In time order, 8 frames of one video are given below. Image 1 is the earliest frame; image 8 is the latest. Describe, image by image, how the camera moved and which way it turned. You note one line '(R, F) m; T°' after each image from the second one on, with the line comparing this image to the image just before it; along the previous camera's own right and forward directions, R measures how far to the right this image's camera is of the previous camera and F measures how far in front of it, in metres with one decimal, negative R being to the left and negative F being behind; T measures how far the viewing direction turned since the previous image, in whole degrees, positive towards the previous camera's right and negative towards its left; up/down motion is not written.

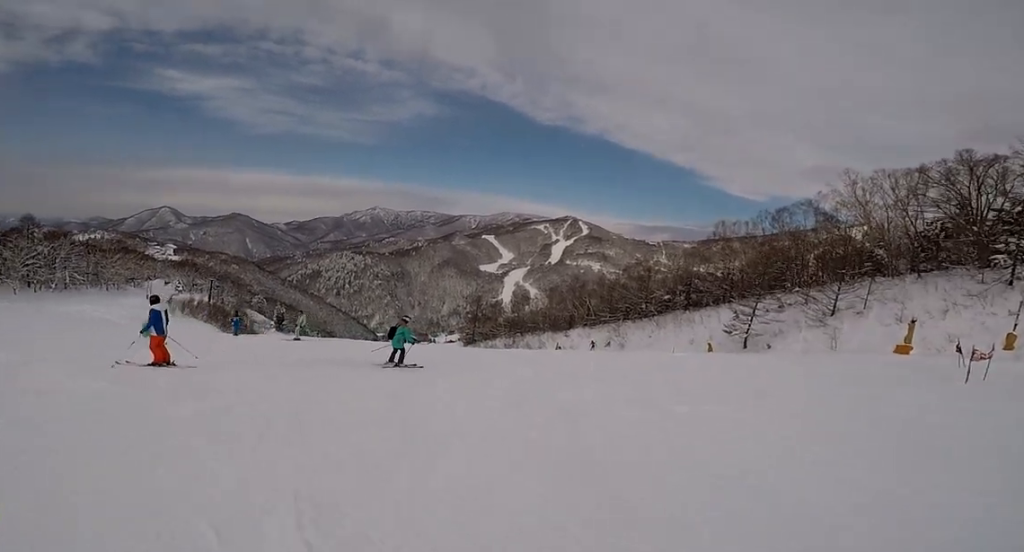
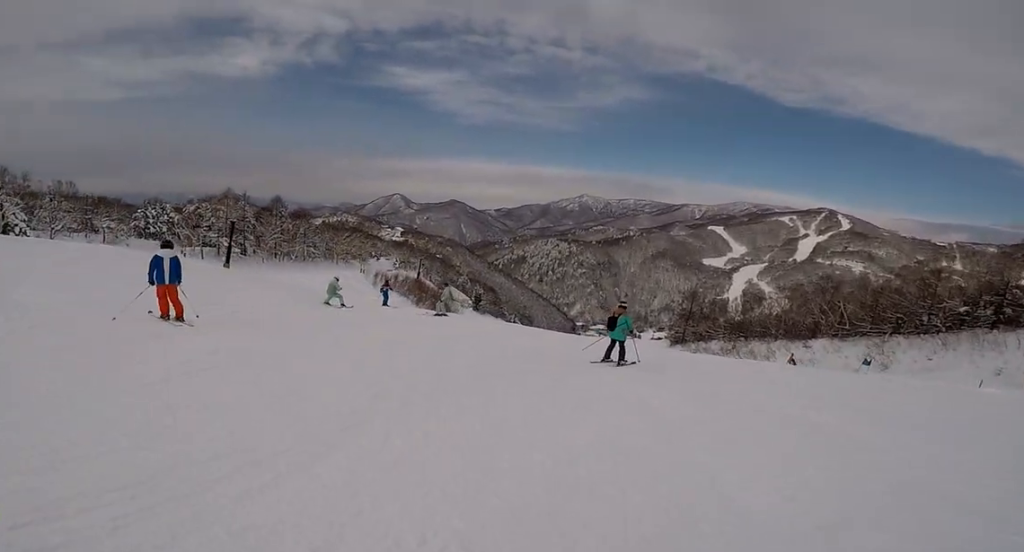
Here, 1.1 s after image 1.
(-1.2, +4.8) m; -19°
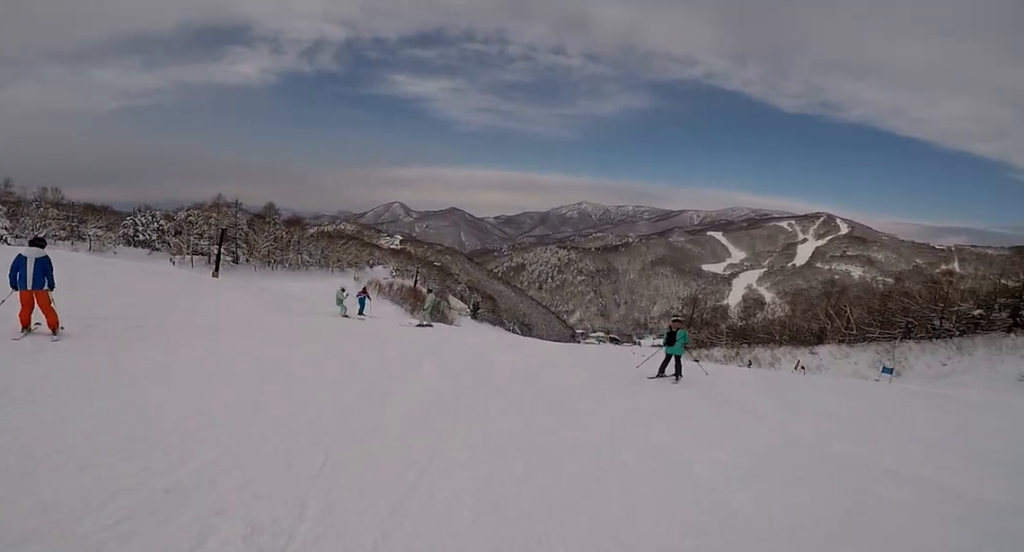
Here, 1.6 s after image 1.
(+0.2, +2.5) m; -9°
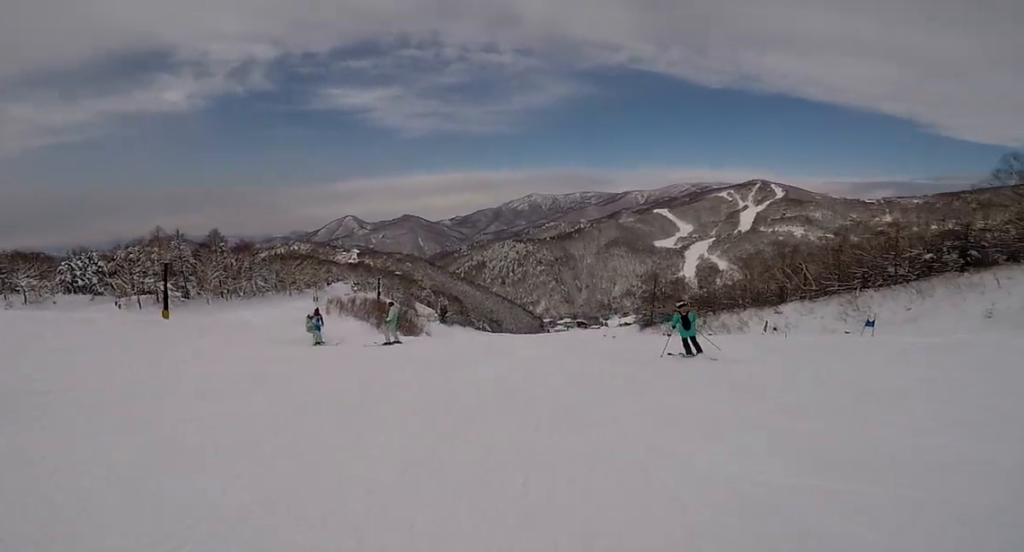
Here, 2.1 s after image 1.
(-0.3, +1.8) m; +3°
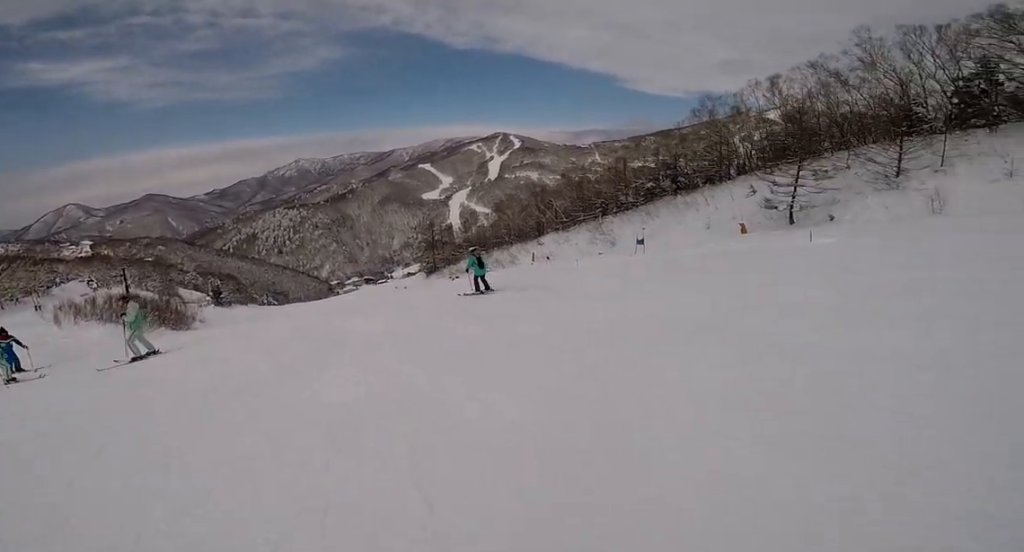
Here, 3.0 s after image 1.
(-0.4, +3.6) m; +12°
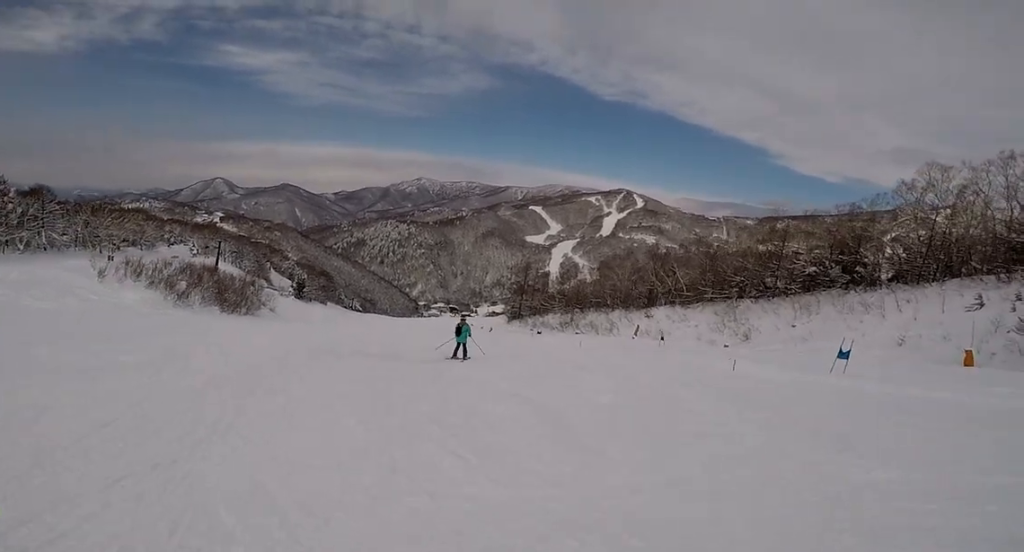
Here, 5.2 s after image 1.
(+0.6, +11.0) m; -16°
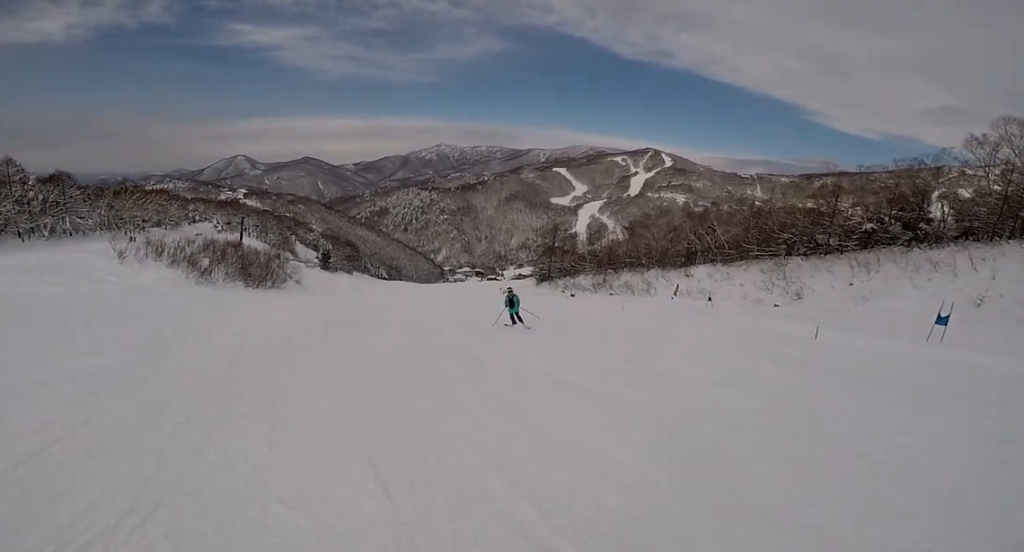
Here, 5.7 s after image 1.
(-0.3, +2.6) m; -5°
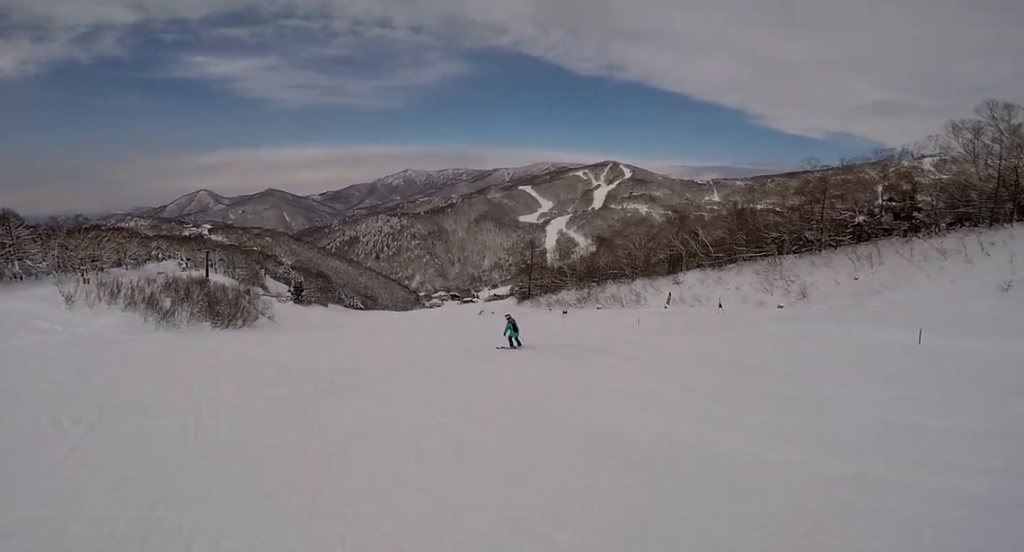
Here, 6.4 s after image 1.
(-0.1, +4.8) m; -1°
